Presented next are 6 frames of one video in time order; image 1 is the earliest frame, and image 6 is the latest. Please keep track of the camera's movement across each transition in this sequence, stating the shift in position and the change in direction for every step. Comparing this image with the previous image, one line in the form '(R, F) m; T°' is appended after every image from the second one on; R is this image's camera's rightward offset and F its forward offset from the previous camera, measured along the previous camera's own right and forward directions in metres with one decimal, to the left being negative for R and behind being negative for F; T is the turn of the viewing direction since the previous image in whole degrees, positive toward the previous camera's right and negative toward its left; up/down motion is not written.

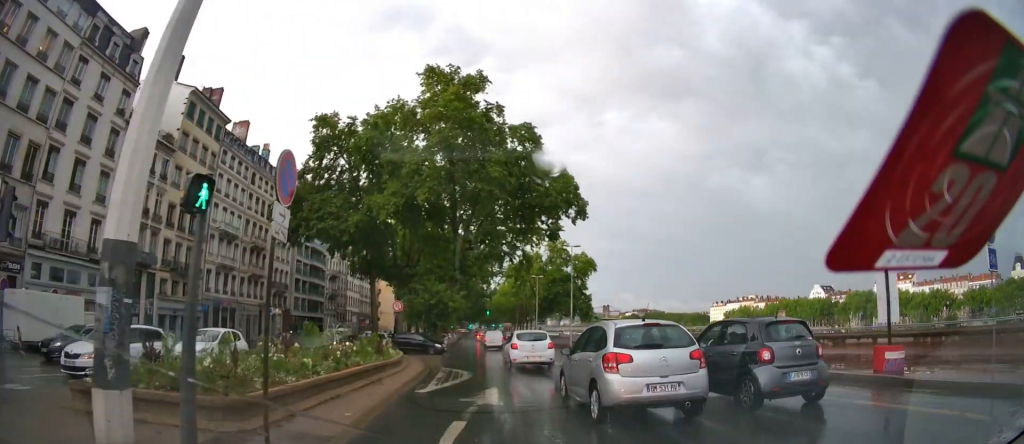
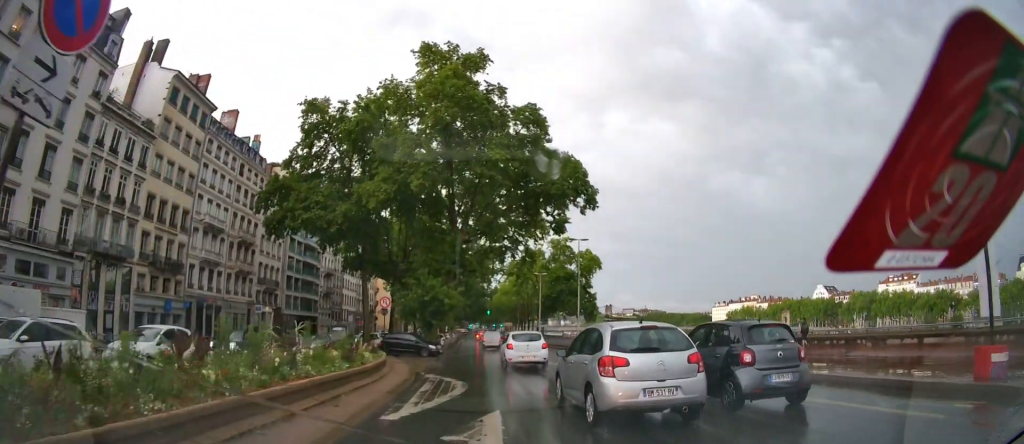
(0.0, +3.9) m; 0°
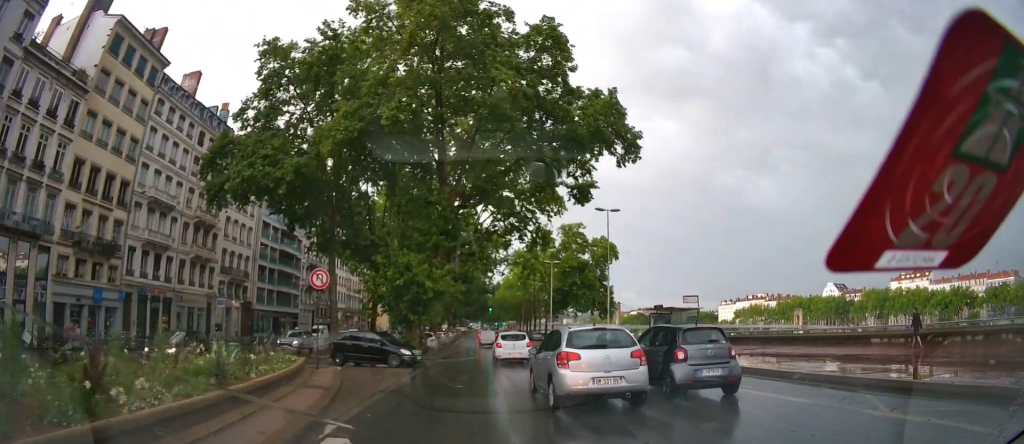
(0.0, +10.8) m; +1°
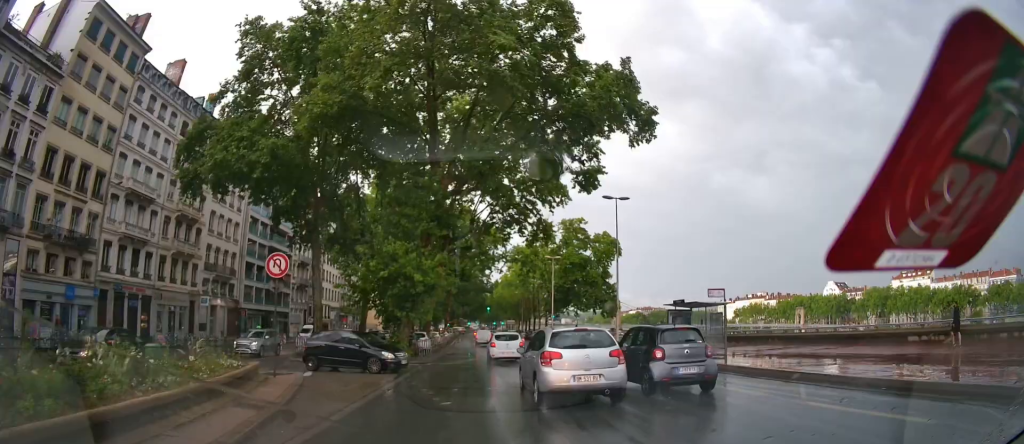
(0.0, +3.5) m; +1°
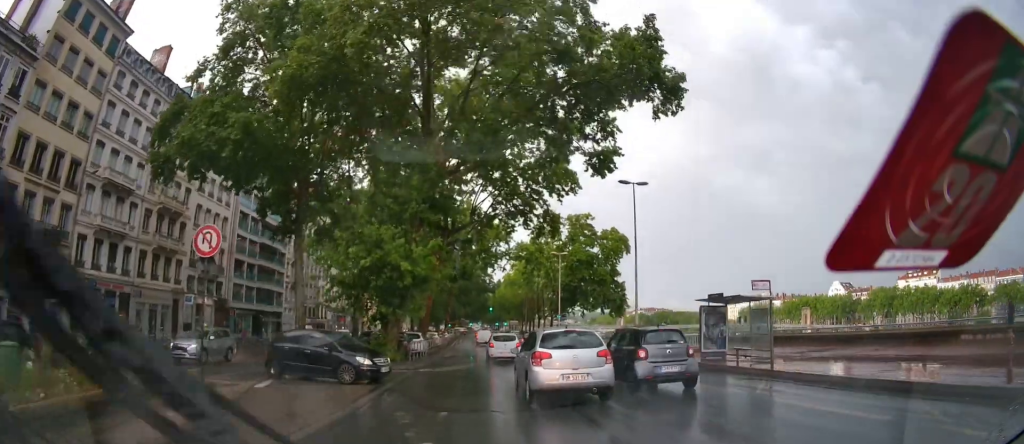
(0.0, +3.6) m; +1°
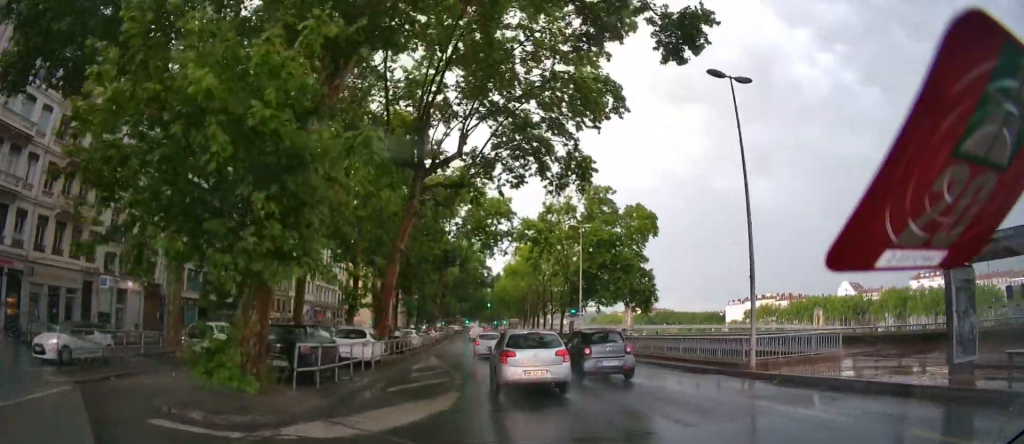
(+0.7, +13.2) m; +5°
